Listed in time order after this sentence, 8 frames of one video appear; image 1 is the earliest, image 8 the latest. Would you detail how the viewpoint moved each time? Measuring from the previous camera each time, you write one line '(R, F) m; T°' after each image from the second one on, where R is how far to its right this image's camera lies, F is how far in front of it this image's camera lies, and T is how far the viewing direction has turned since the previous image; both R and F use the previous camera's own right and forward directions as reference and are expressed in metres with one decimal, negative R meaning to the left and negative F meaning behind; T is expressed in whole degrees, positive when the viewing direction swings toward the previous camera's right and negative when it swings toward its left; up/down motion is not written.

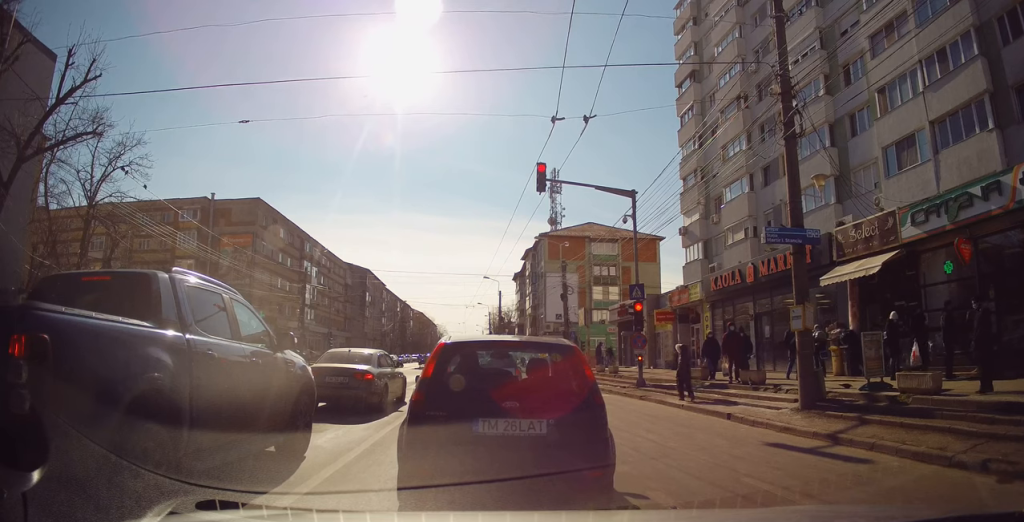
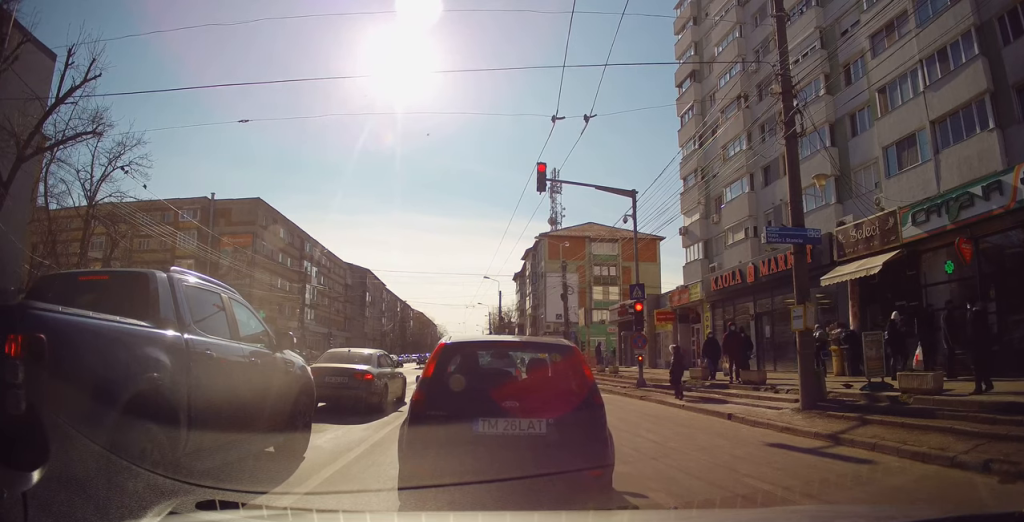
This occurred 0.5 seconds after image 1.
(0.0, 0.0) m; 0°
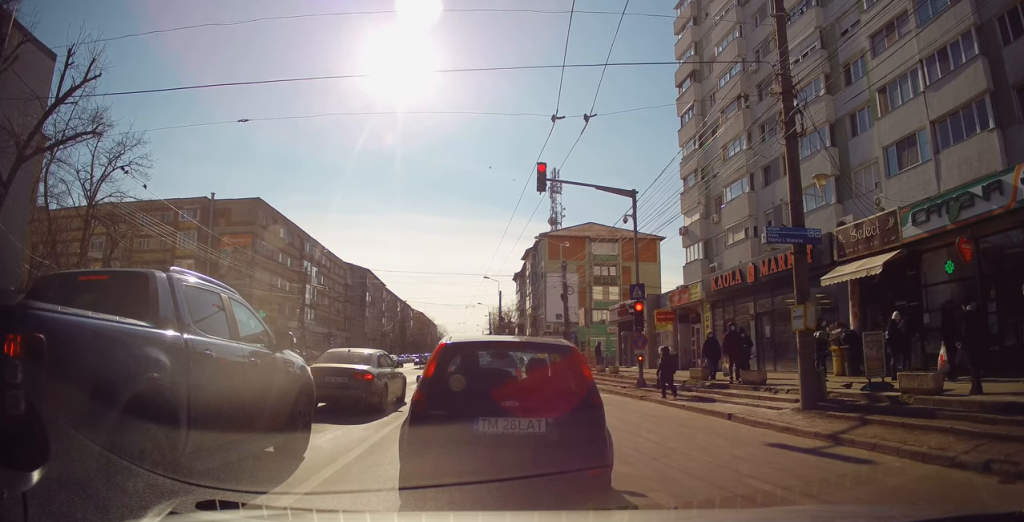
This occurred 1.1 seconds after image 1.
(0.0, 0.0) m; 0°
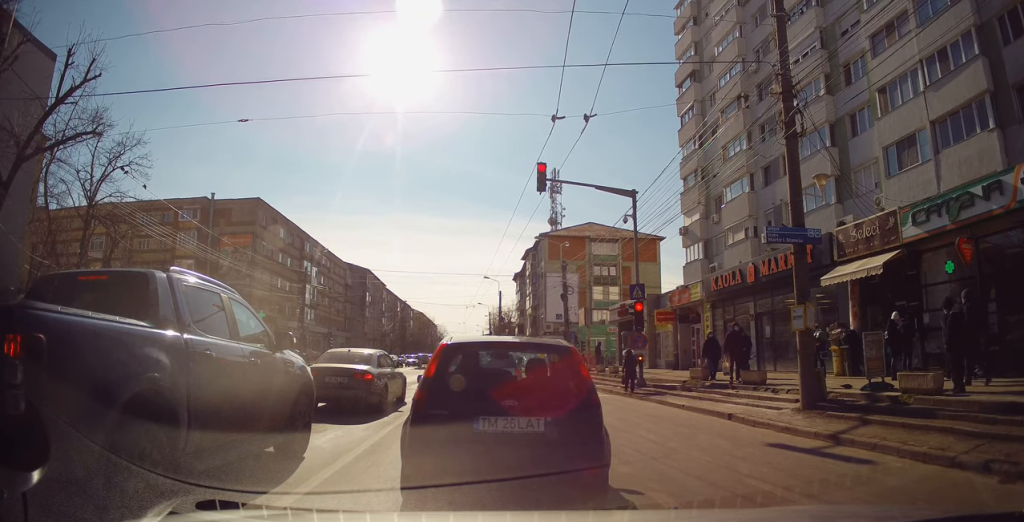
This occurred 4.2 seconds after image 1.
(0.0, 0.0) m; 0°
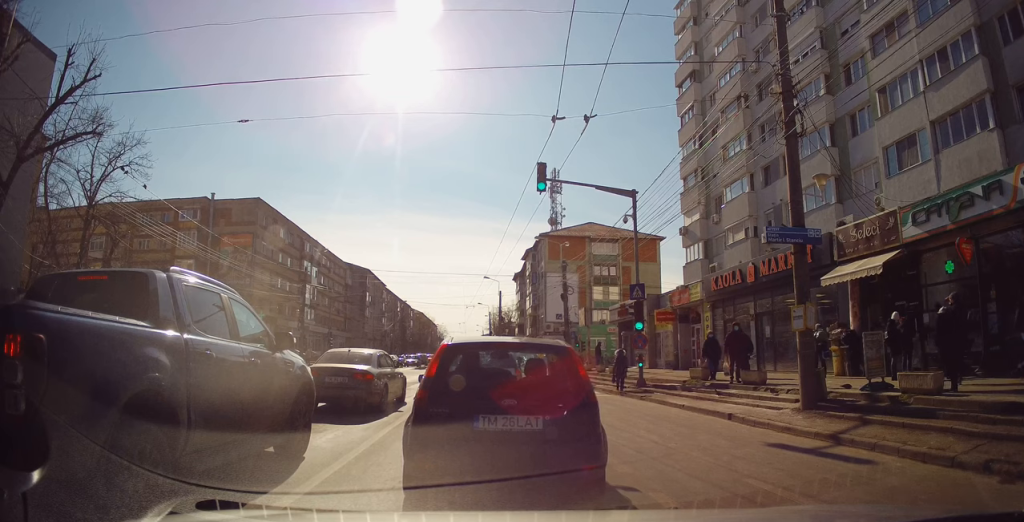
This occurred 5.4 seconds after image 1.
(0.0, 0.0) m; 0°
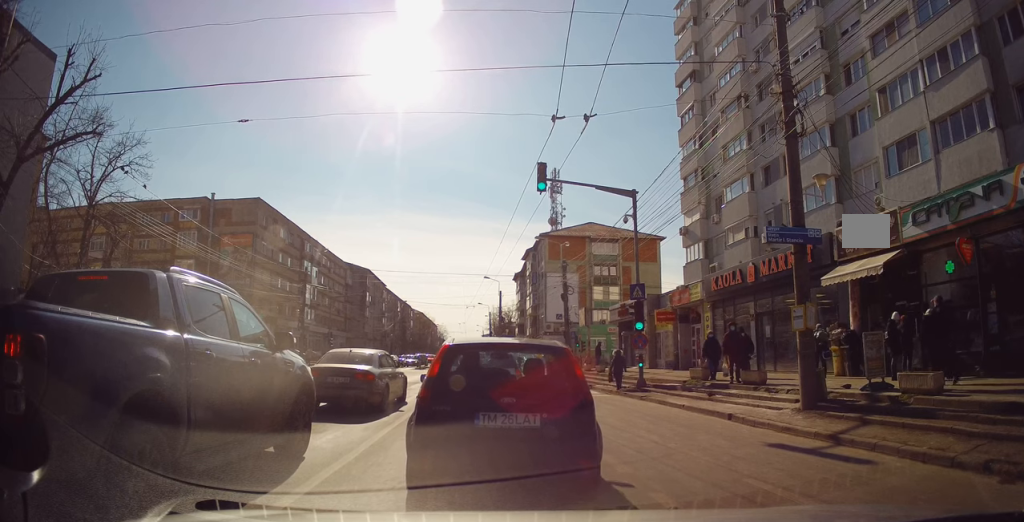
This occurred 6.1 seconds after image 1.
(0.0, 0.0) m; 0°
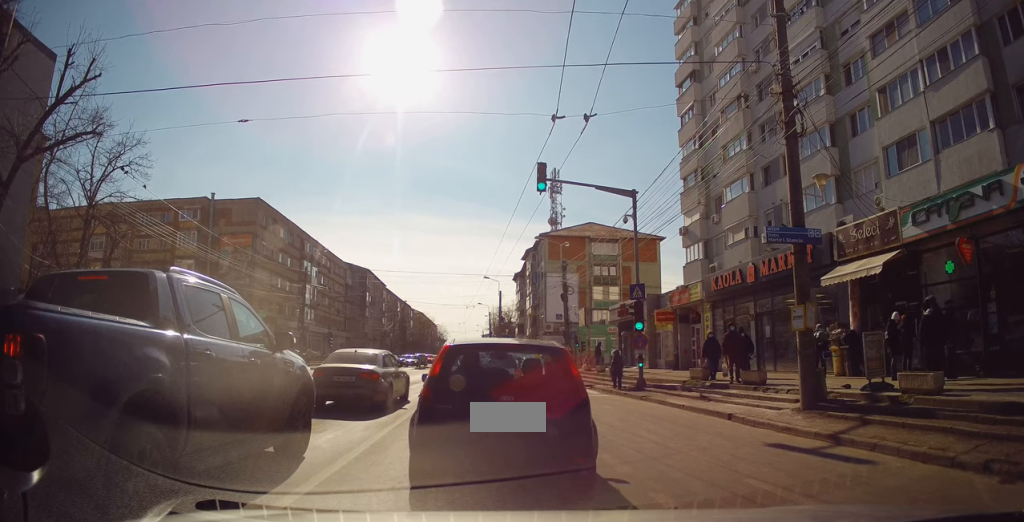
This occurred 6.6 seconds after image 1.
(0.0, 0.0) m; 0°
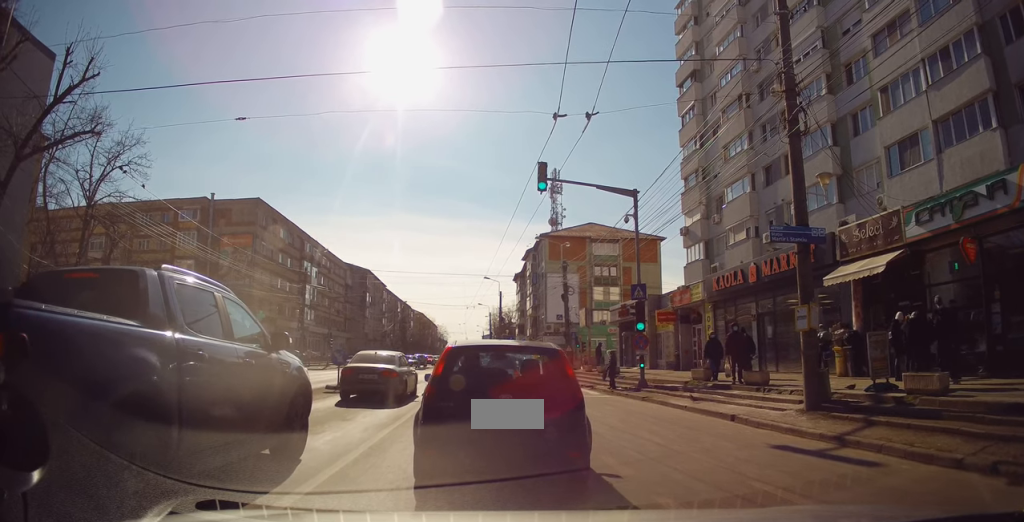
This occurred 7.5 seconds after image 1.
(0.0, 0.0) m; 0°
